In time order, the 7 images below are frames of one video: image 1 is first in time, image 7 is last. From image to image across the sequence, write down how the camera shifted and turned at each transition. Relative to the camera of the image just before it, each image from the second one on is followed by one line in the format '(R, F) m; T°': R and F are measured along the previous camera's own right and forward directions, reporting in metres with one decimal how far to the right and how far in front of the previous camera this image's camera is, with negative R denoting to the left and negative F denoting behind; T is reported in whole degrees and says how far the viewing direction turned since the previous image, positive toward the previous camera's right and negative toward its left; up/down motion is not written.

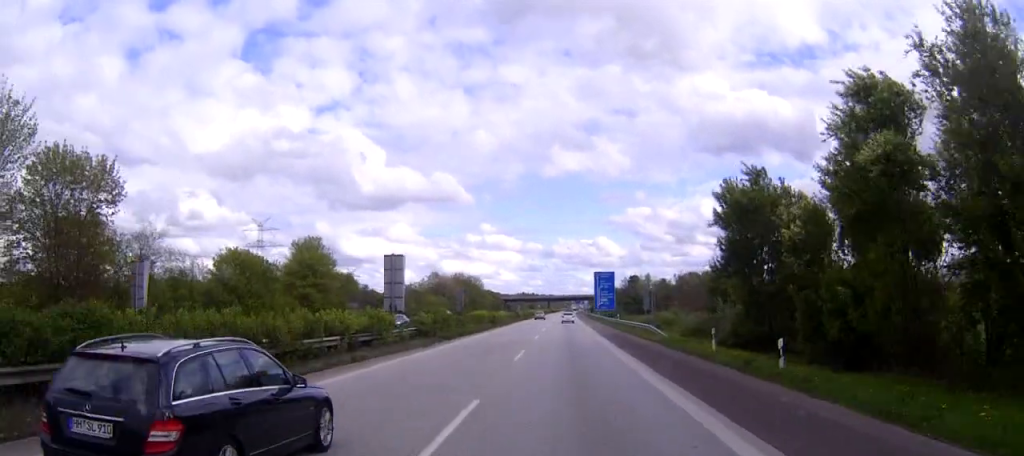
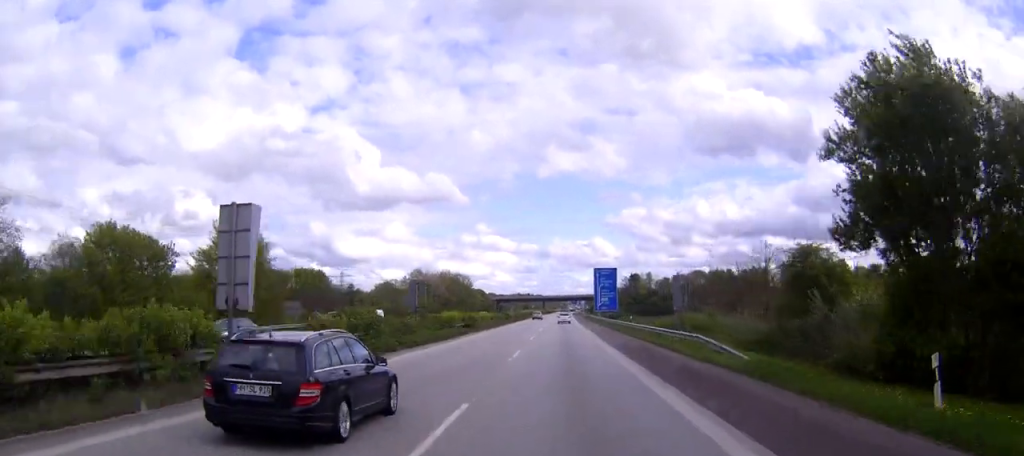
(0.0, +18.7) m; 0°
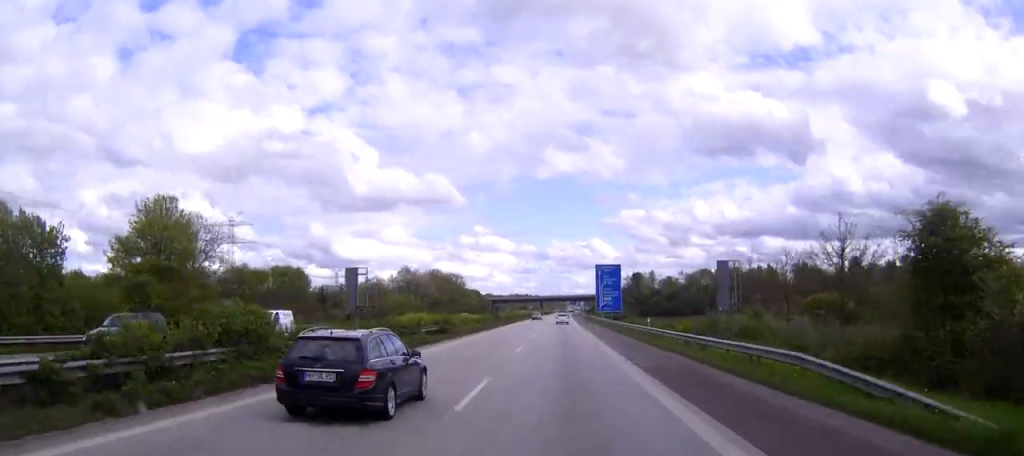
(0.0, +12.8) m; 0°
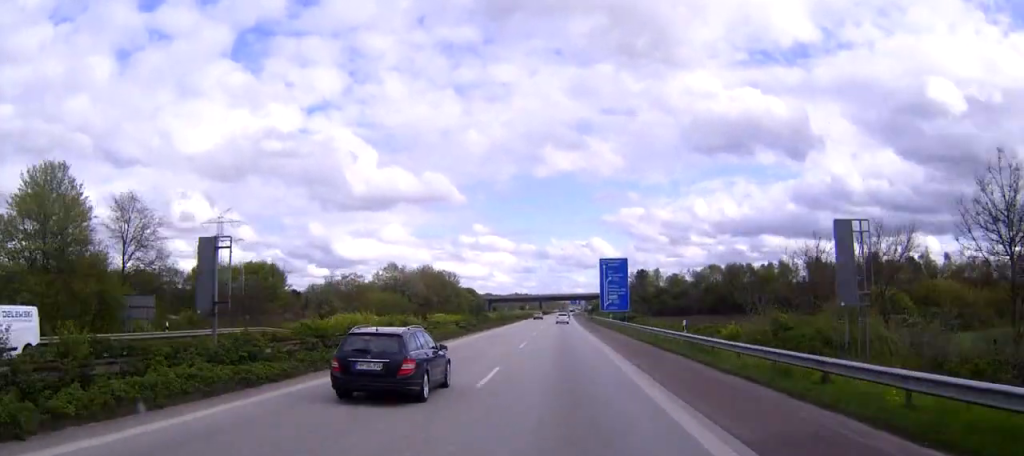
(0.0, +13.8) m; 0°
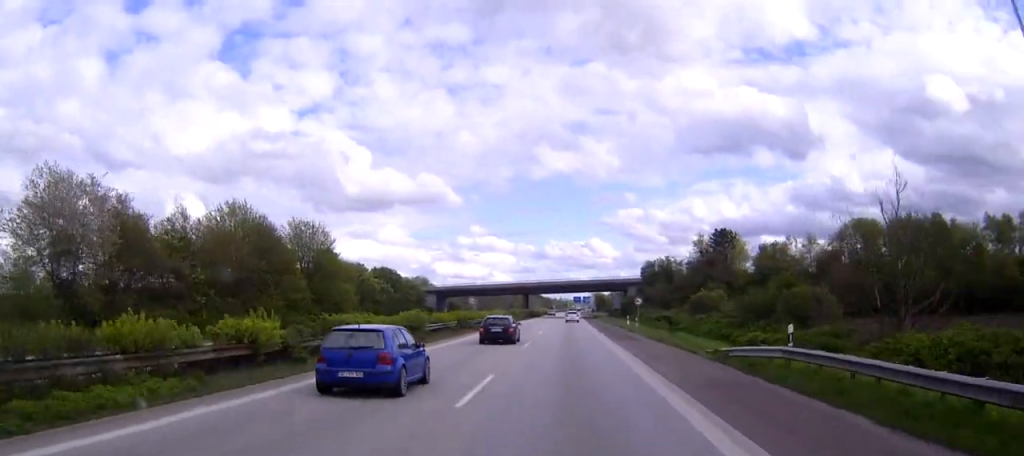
(+0.1, +112.5) m; 0°
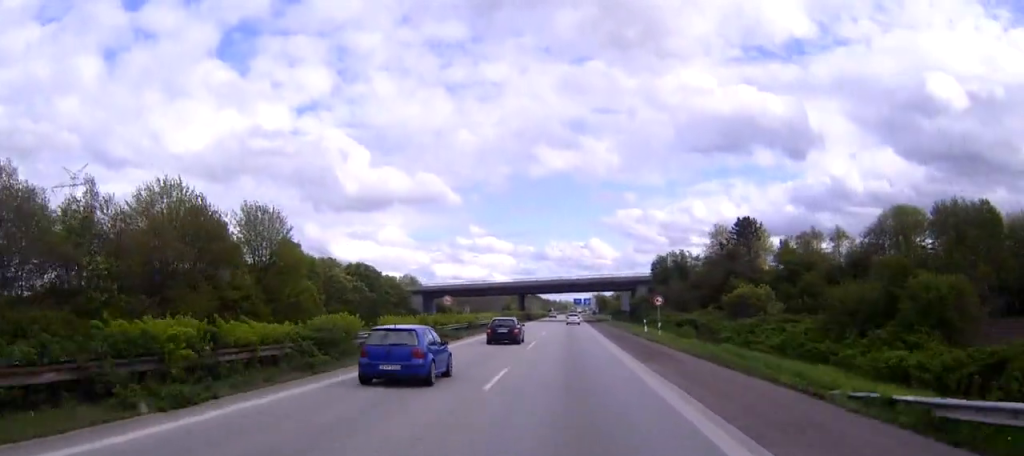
(0.0, +14.6) m; 0°
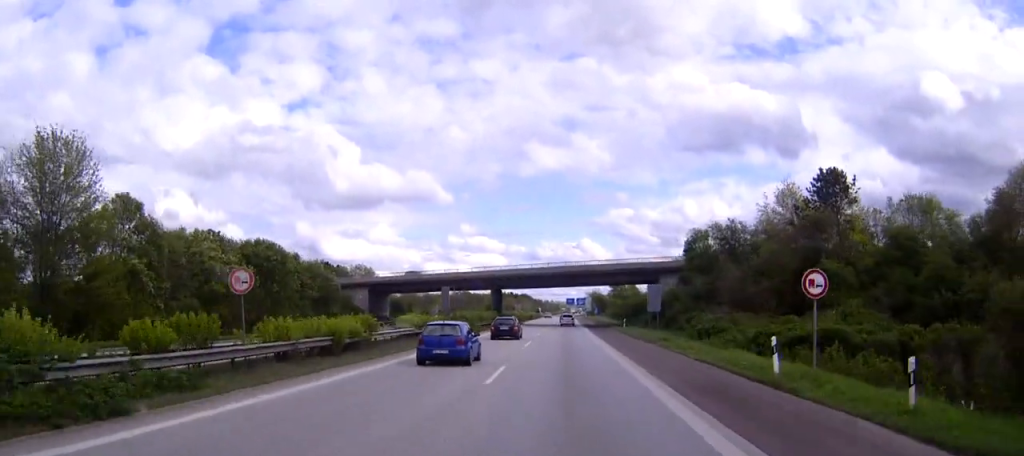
(+0.1, +34.9) m; 0°
